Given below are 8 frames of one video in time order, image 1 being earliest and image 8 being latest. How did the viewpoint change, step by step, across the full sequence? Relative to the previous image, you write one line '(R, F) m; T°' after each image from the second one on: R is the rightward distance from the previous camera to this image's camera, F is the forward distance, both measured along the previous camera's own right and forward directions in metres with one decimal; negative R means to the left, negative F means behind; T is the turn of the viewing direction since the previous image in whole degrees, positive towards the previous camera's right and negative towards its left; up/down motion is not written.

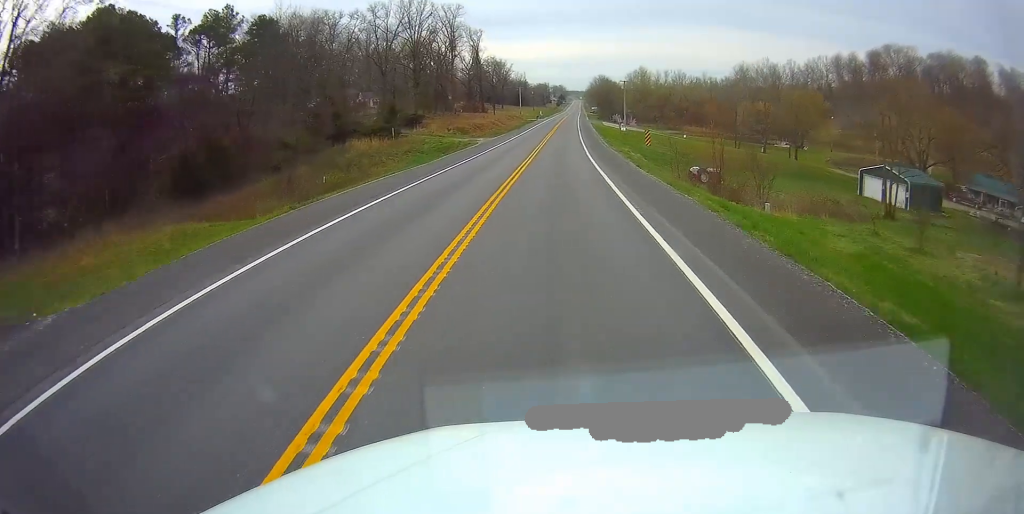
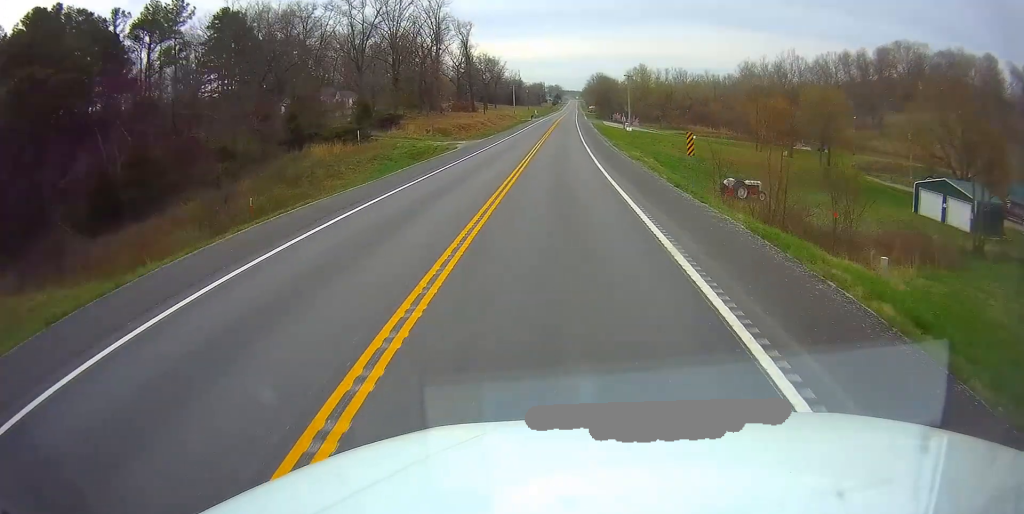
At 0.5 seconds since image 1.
(0.0, +11.2) m; 0°
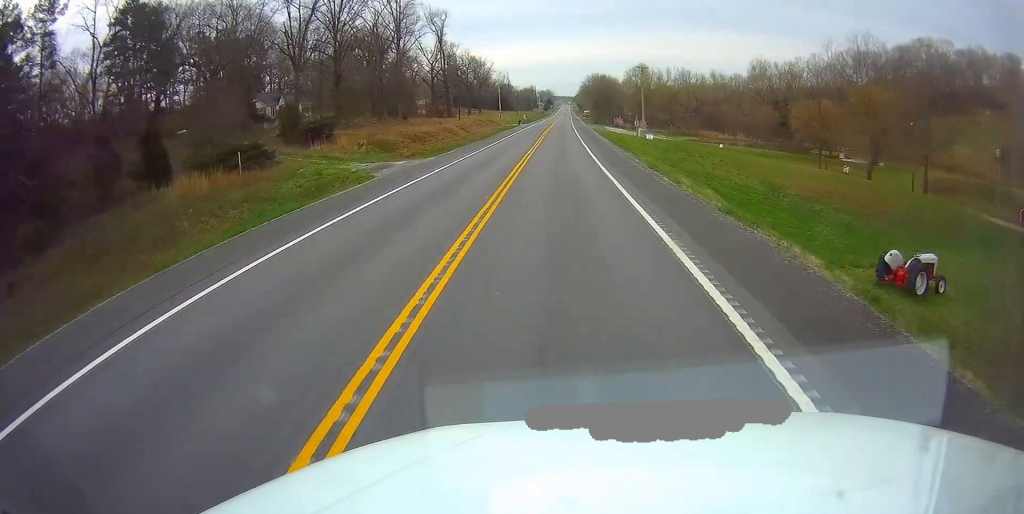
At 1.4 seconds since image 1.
(-0.3, +21.7) m; 0°
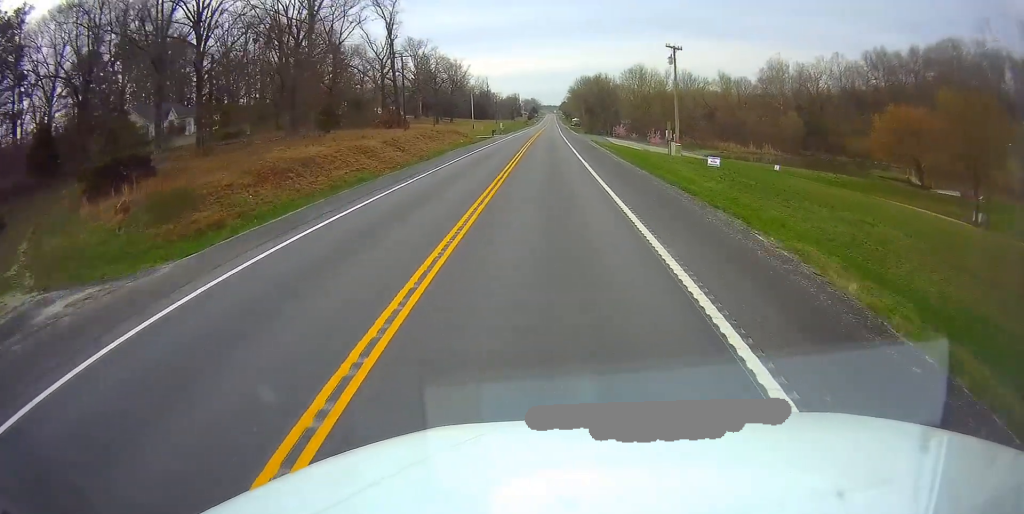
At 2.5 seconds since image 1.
(+0.5, +26.7) m; 0°
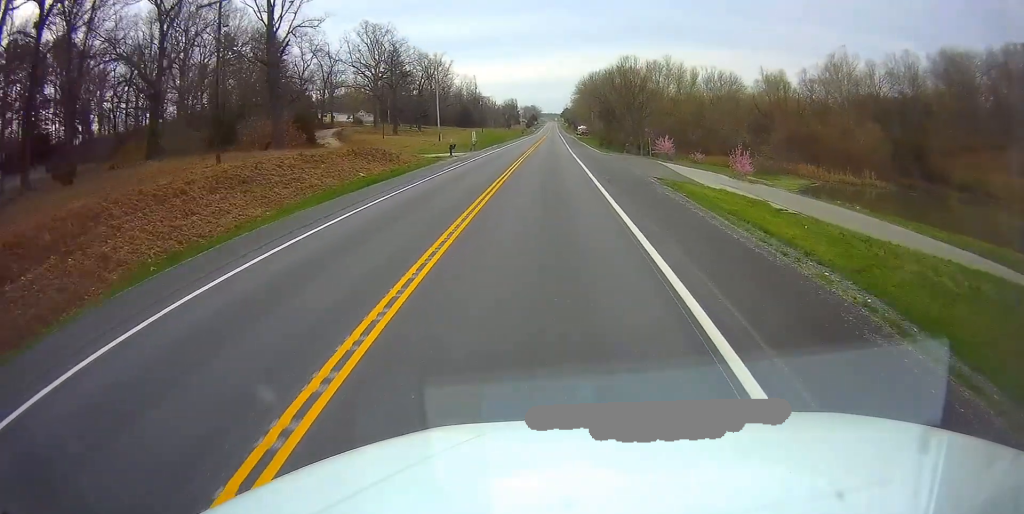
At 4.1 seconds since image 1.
(+0.1, +38.8) m; 0°
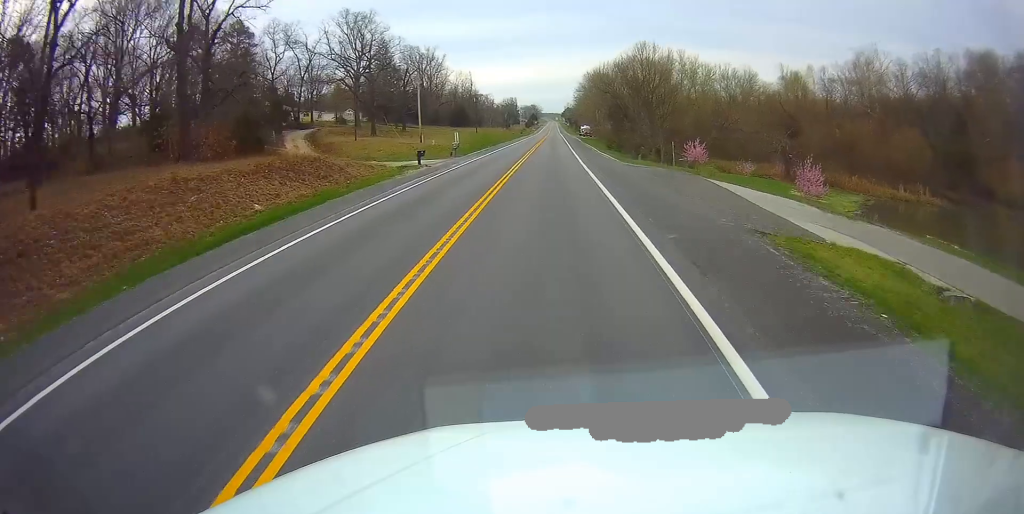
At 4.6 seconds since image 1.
(-0.2, +12.9) m; 0°
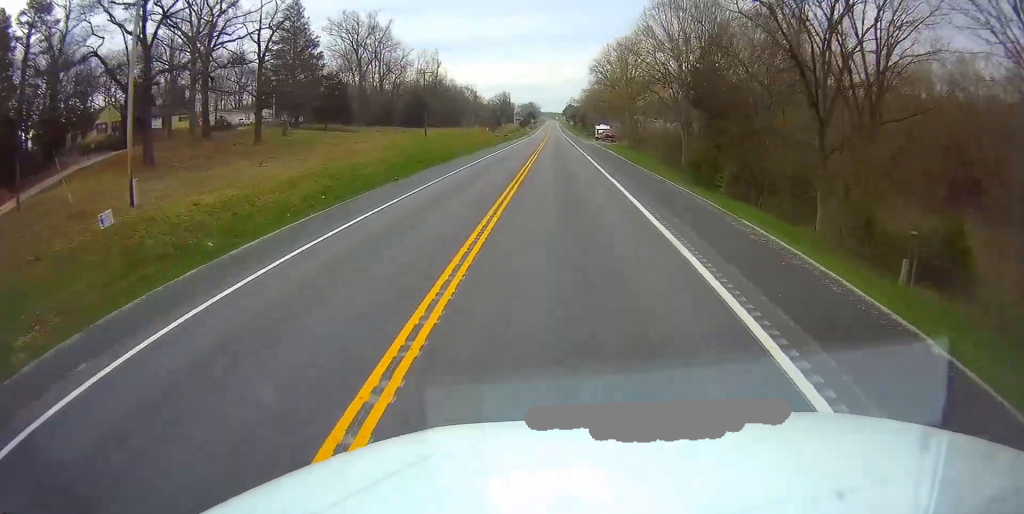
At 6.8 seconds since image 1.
(+0.6, +53.0) m; +2°
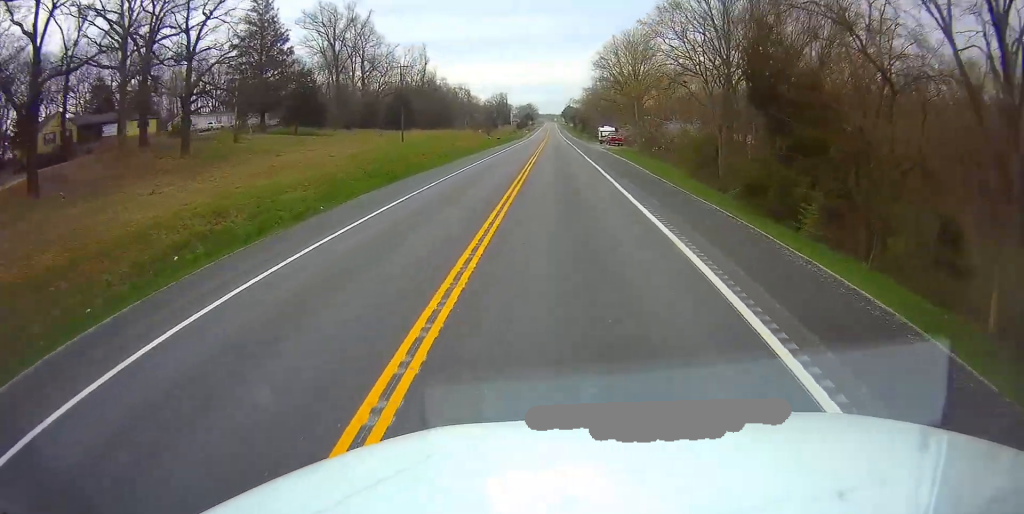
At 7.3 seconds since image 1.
(0.0, +11.2) m; 0°
